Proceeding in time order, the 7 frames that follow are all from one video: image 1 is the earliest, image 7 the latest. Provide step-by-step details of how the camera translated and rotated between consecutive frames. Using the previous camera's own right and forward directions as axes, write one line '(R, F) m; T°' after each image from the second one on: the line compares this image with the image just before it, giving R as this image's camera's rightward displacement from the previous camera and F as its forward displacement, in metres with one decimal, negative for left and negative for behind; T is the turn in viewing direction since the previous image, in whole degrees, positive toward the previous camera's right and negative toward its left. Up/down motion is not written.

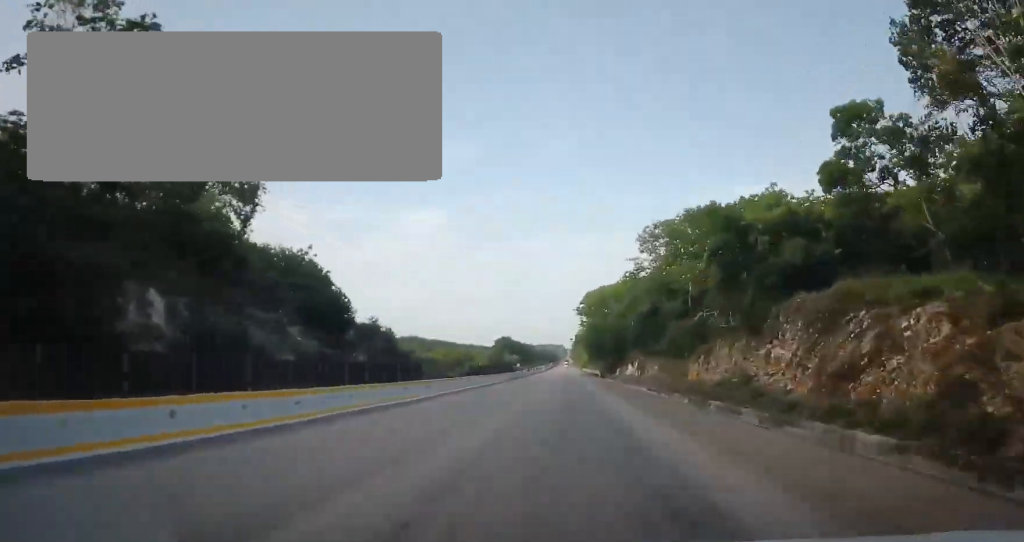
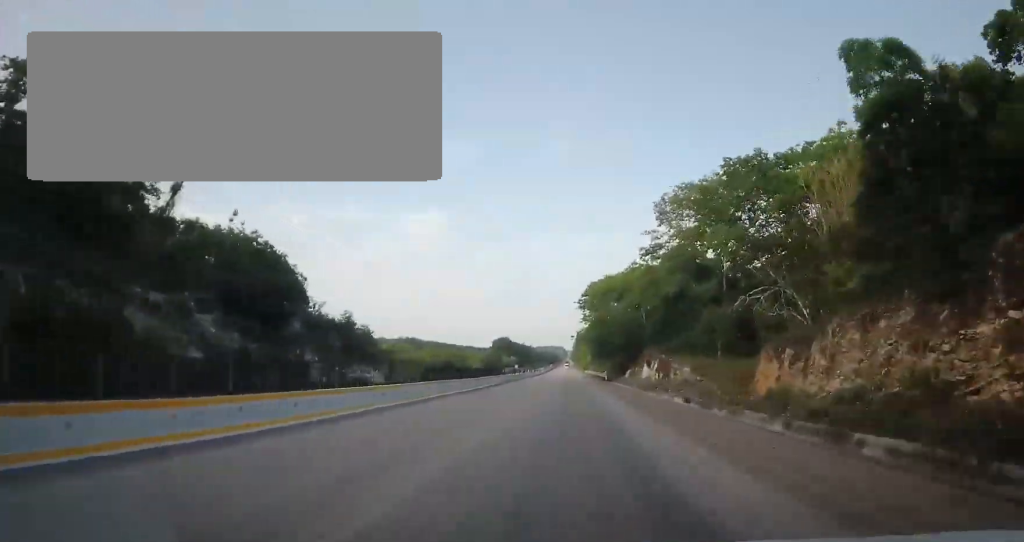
(+0.3, +12.4) m; 0°
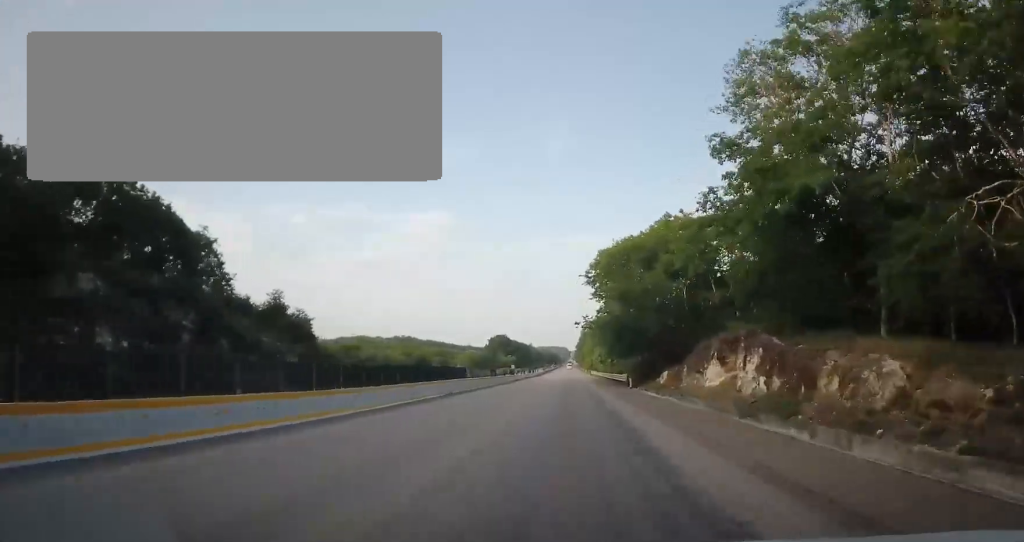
(+0.3, +23.4) m; 0°
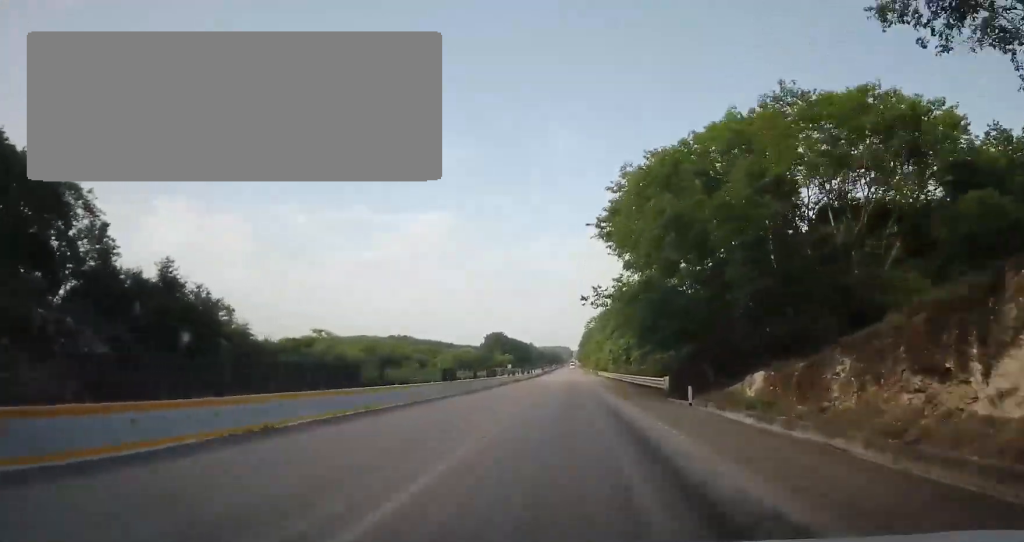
(-0.4, +20.5) m; -1°
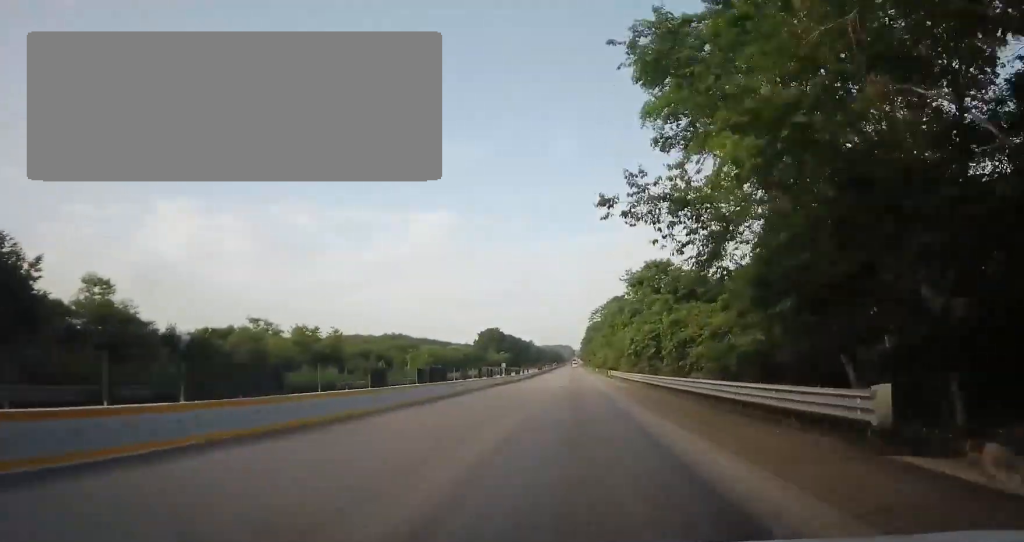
(-0.1, +21.5) m; 0°
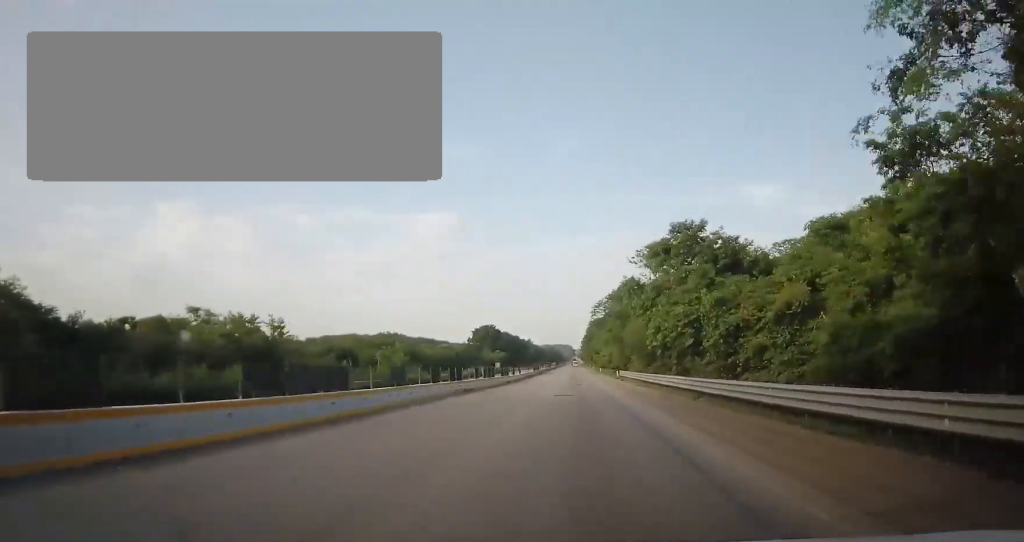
(0.0, +14.0) m; 0°
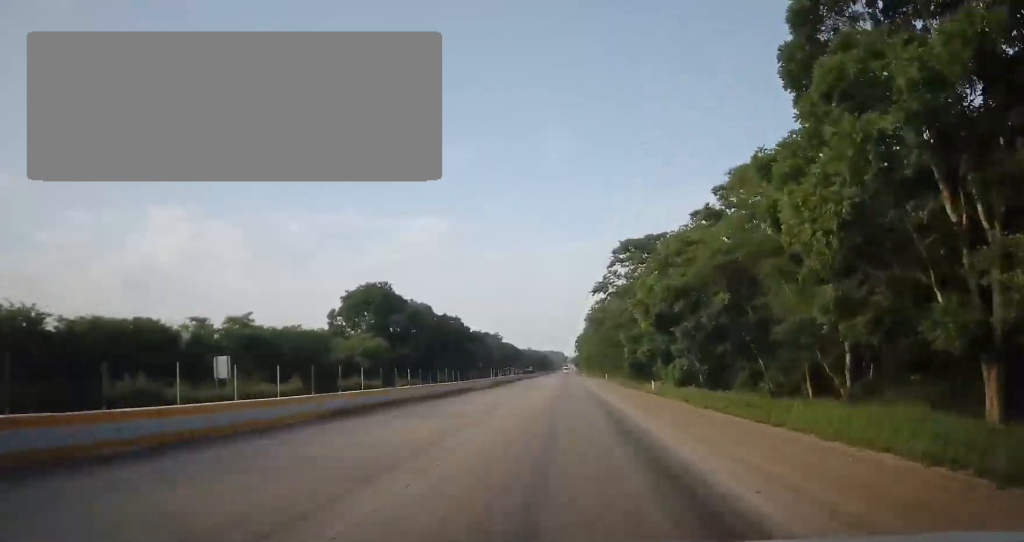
(+2.2, +118.0) m; +1°
